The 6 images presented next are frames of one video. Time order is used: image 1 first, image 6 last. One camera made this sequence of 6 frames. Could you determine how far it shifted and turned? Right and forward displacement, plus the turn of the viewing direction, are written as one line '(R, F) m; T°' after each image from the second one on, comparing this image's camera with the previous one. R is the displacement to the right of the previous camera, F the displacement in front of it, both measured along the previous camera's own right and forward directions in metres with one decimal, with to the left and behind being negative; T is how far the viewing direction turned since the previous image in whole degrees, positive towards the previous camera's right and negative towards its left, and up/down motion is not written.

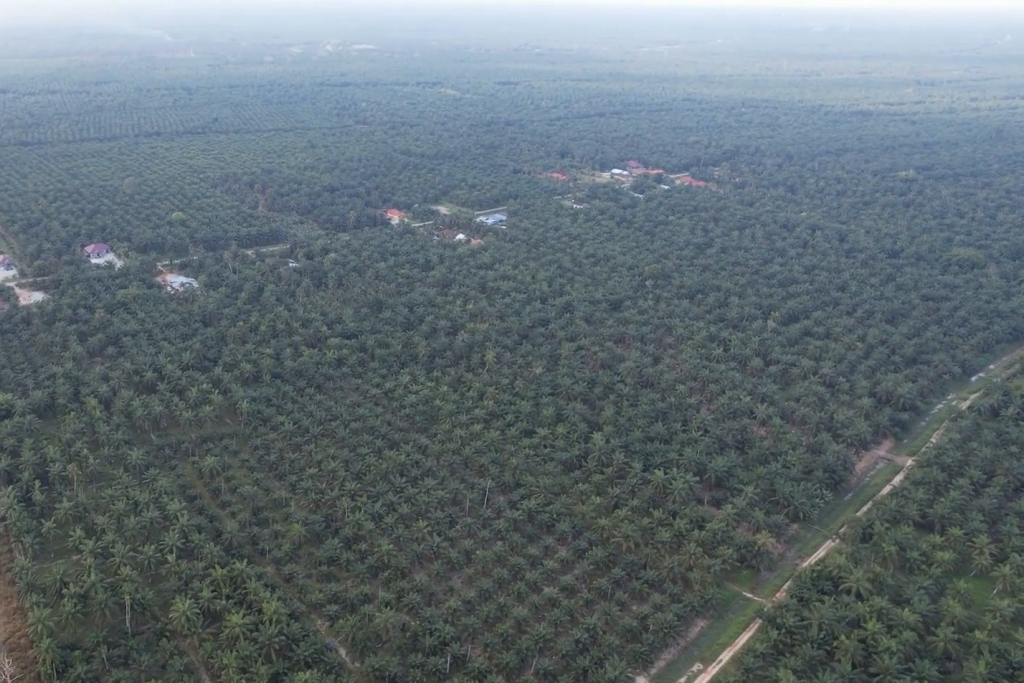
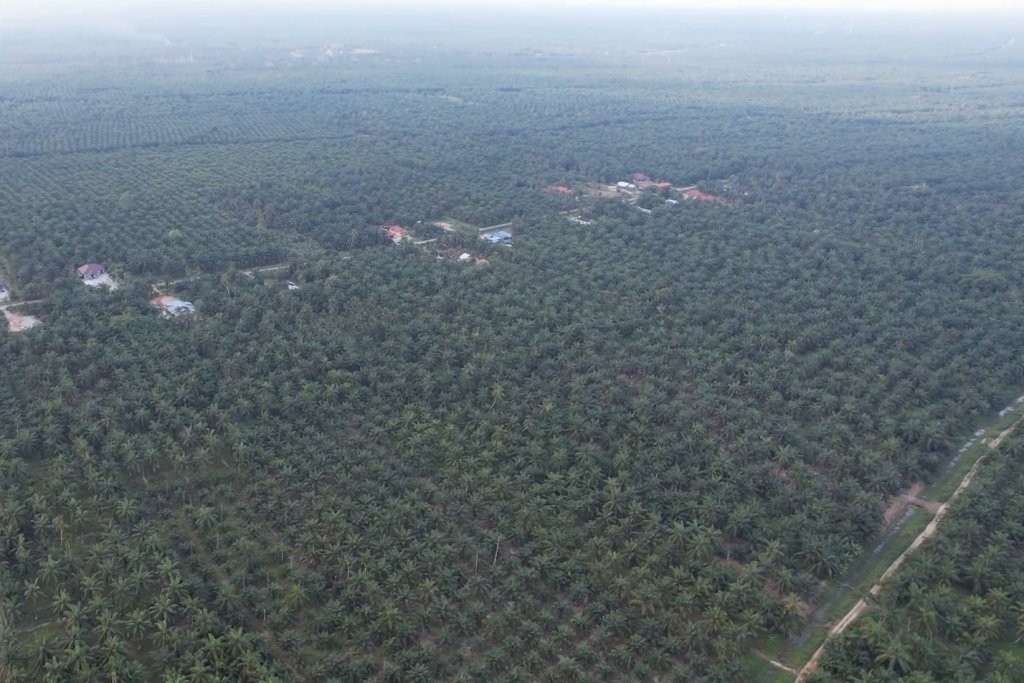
(0.0, +22.7) m; 0°
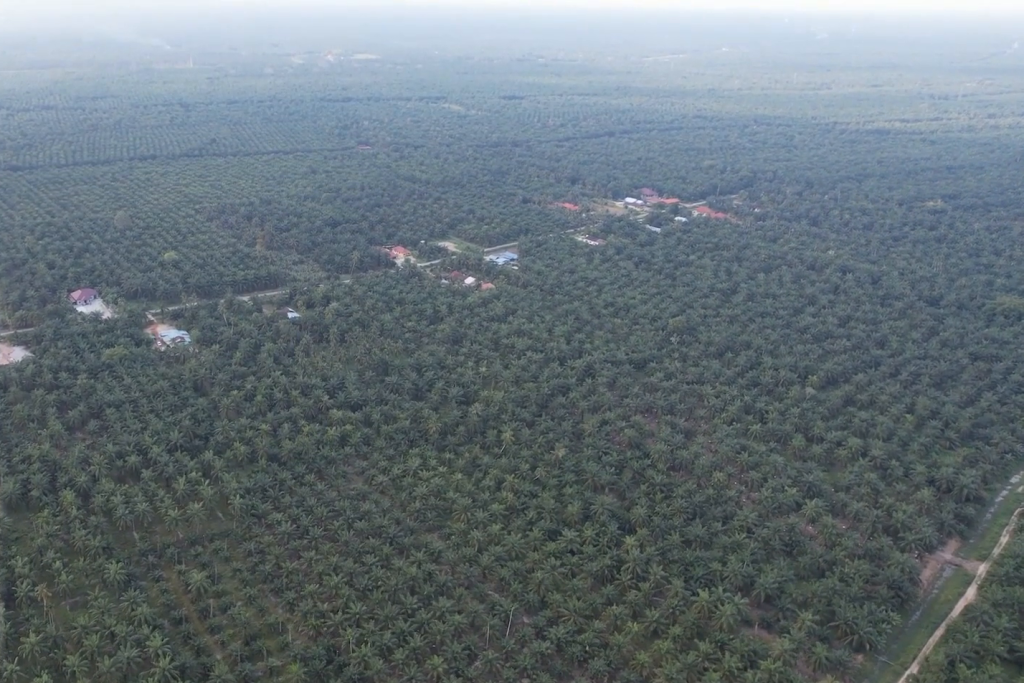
(0.0, +24.9) m; 0°
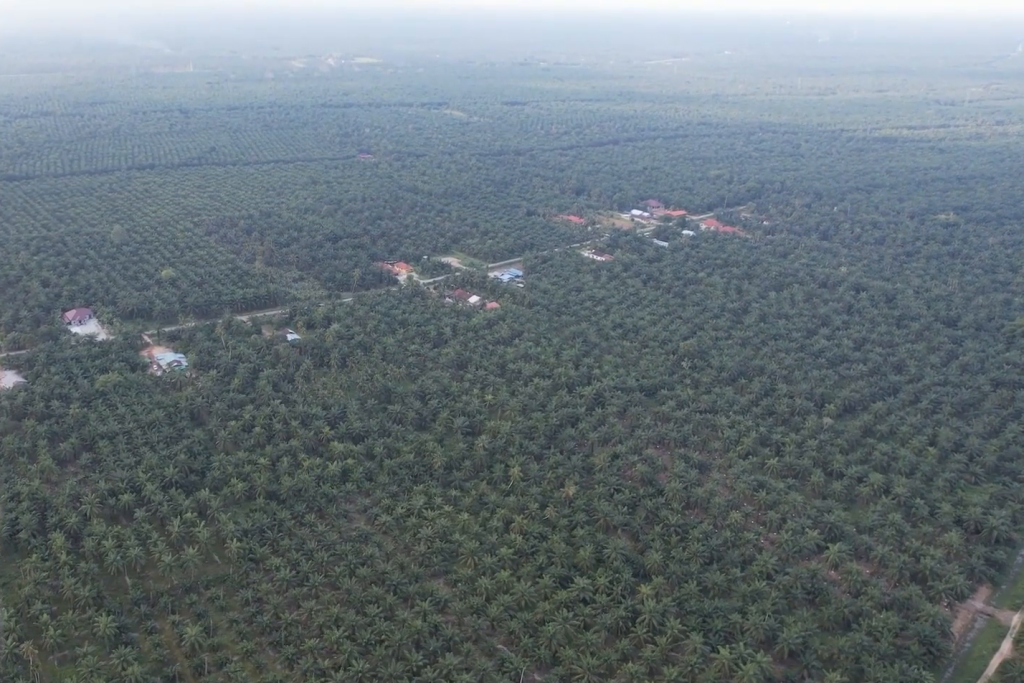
(0.0, +18.9) m; 0°
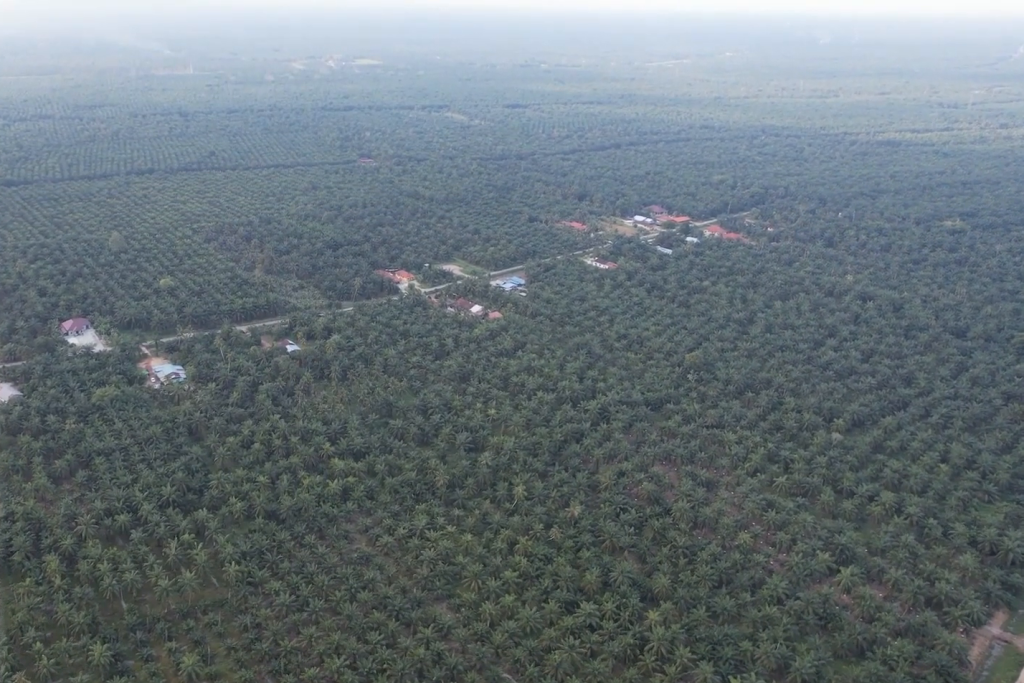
(0.0, +9.4) m; 0°
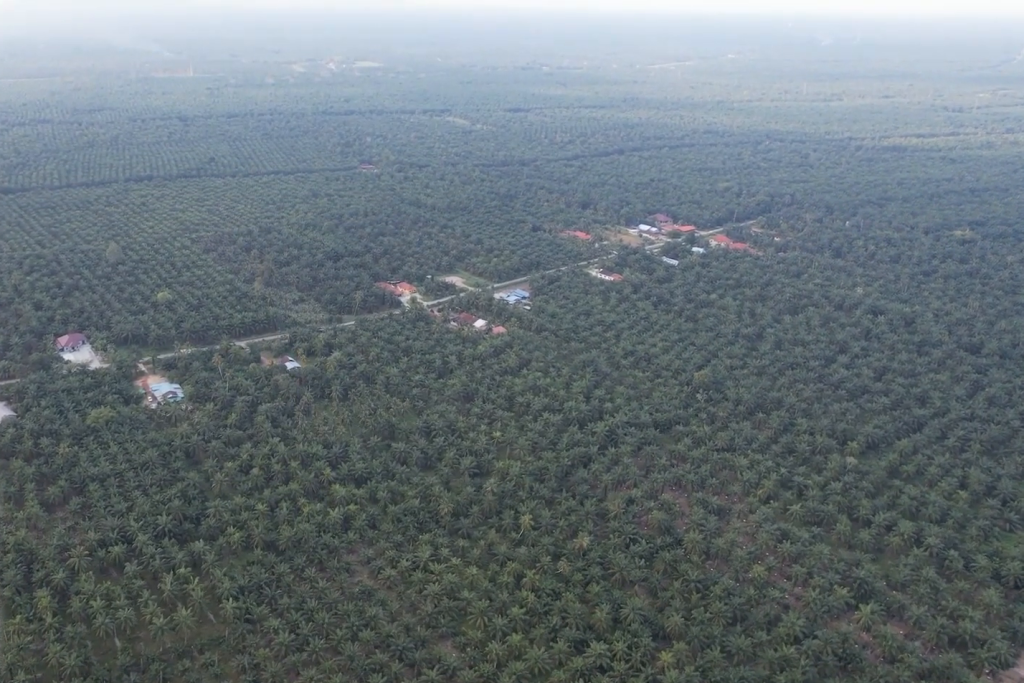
(0.0, +14.1) m; 0°
